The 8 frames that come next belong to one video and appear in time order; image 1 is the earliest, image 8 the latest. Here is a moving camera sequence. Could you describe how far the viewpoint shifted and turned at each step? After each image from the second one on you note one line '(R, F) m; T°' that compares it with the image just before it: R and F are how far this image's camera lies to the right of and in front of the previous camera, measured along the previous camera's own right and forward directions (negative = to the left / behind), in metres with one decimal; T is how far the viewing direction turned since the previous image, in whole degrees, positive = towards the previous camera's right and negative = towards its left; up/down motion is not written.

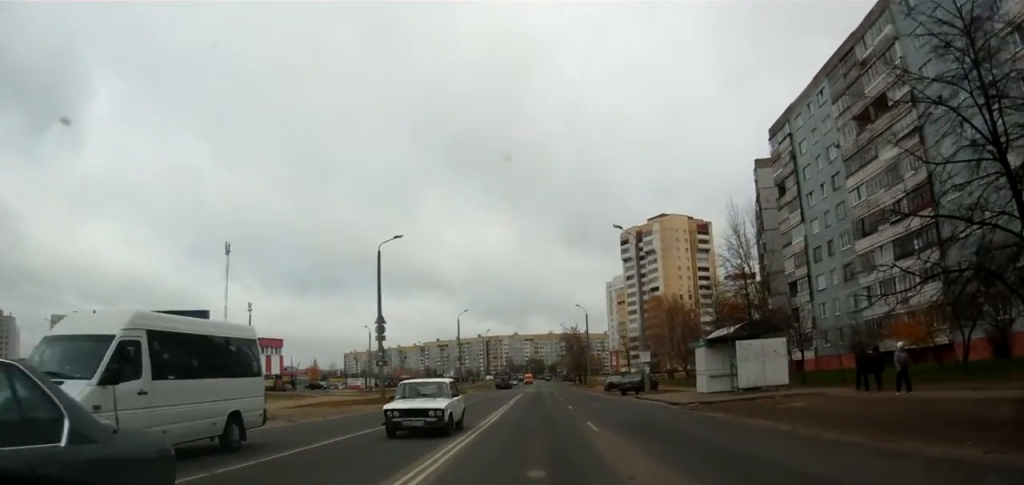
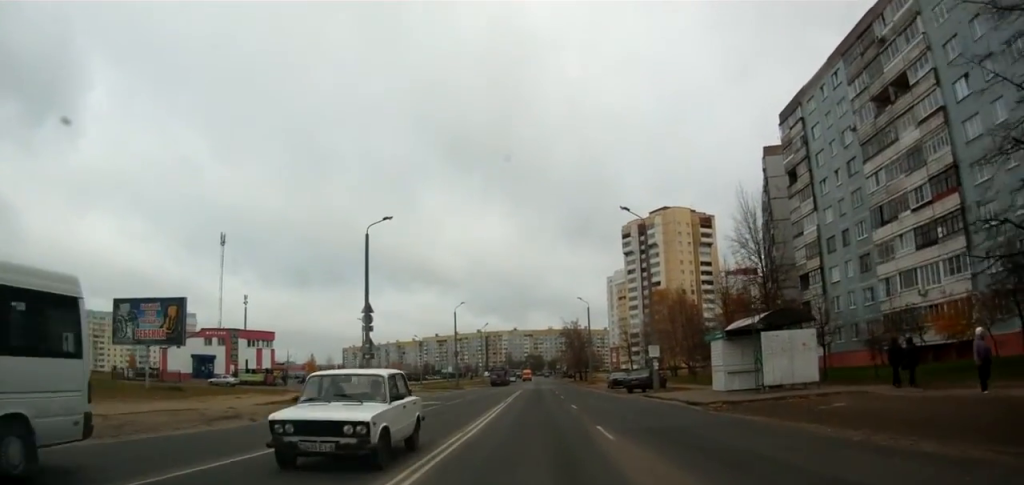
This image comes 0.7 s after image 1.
(0.0, +3.5) m; +2°
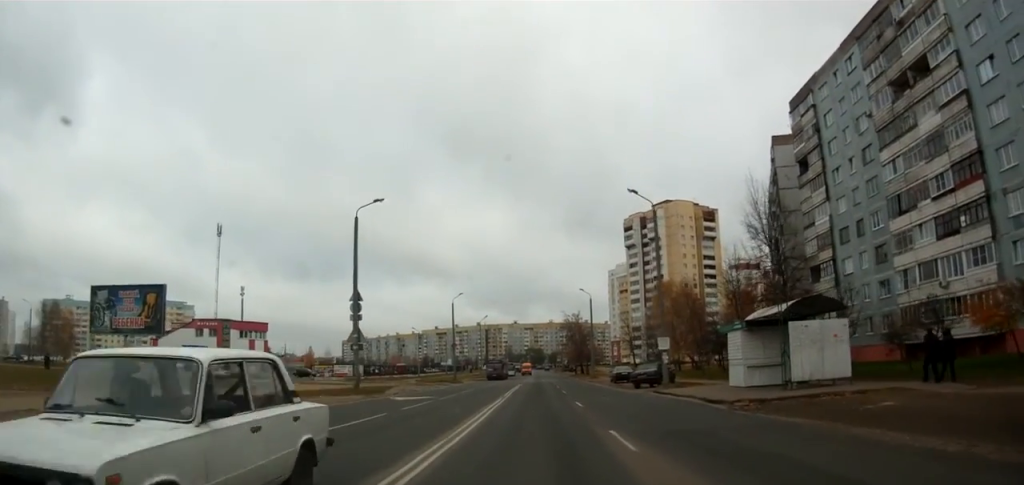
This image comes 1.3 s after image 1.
(+0.1, +2.9) m; +2°
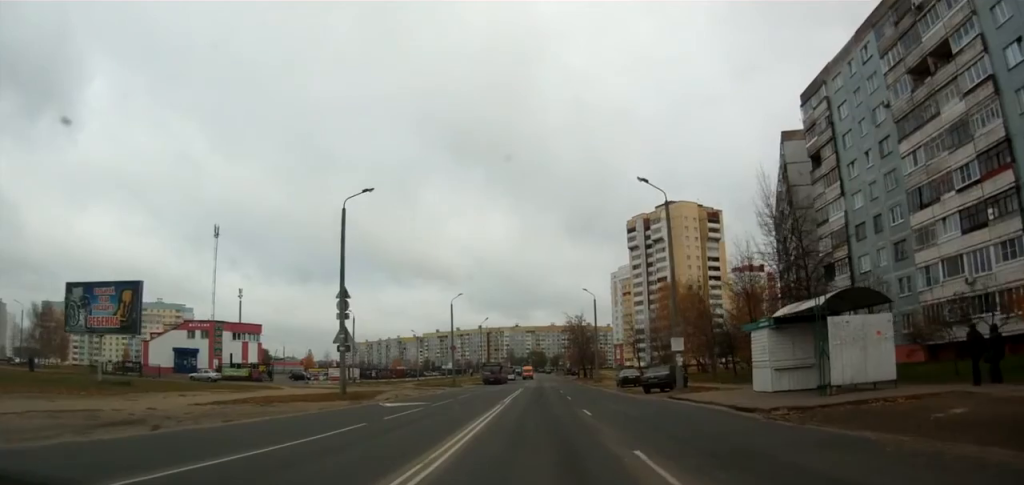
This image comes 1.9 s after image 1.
(0.0, +2.9) m; -1°
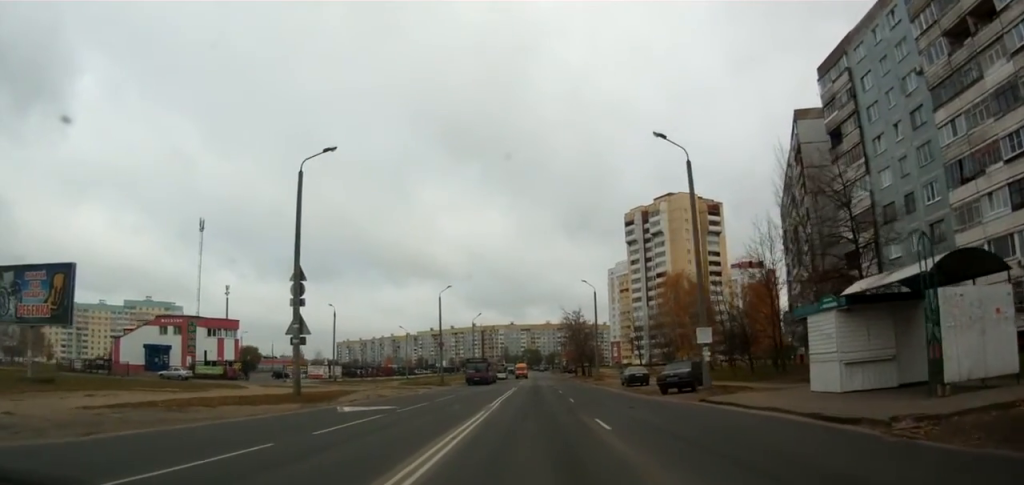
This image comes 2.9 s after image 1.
(-0.1, +5.5) m; -2°
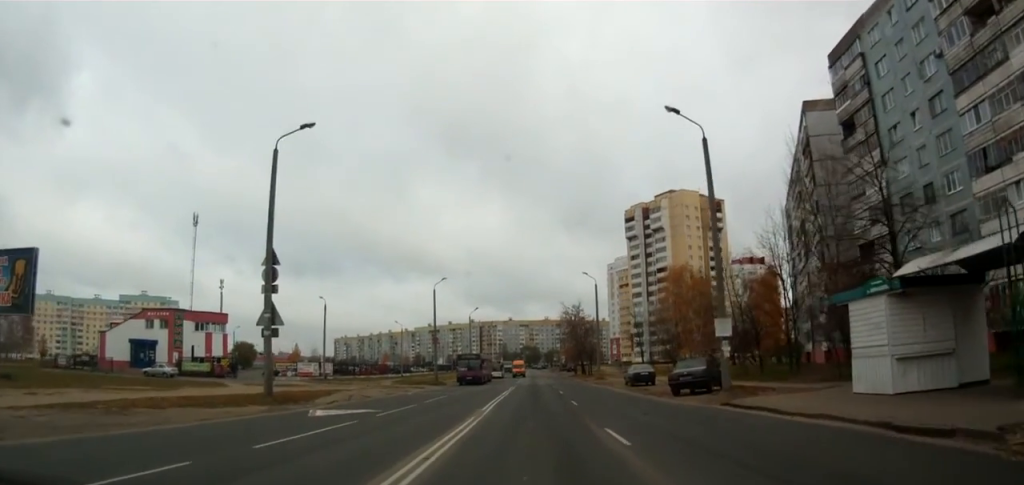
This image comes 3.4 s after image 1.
(0.0, +2.5) m; -1°
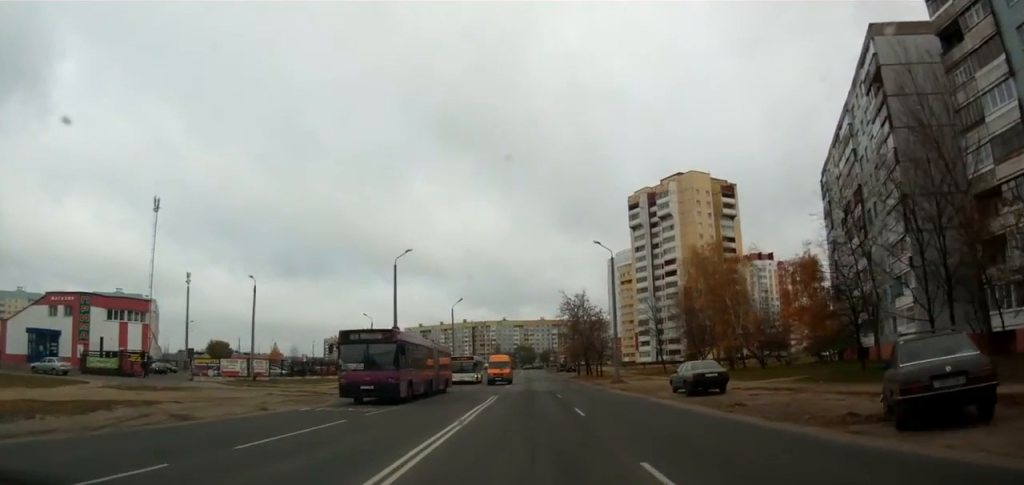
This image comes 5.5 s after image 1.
(+0.2, +15.1) m; +1°
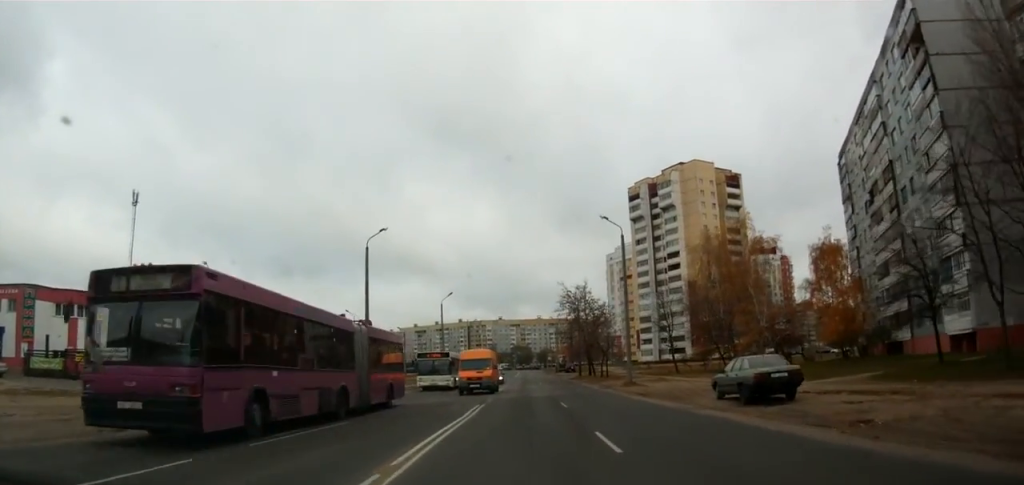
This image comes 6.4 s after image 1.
(0.0, +7.4) m; 0°
